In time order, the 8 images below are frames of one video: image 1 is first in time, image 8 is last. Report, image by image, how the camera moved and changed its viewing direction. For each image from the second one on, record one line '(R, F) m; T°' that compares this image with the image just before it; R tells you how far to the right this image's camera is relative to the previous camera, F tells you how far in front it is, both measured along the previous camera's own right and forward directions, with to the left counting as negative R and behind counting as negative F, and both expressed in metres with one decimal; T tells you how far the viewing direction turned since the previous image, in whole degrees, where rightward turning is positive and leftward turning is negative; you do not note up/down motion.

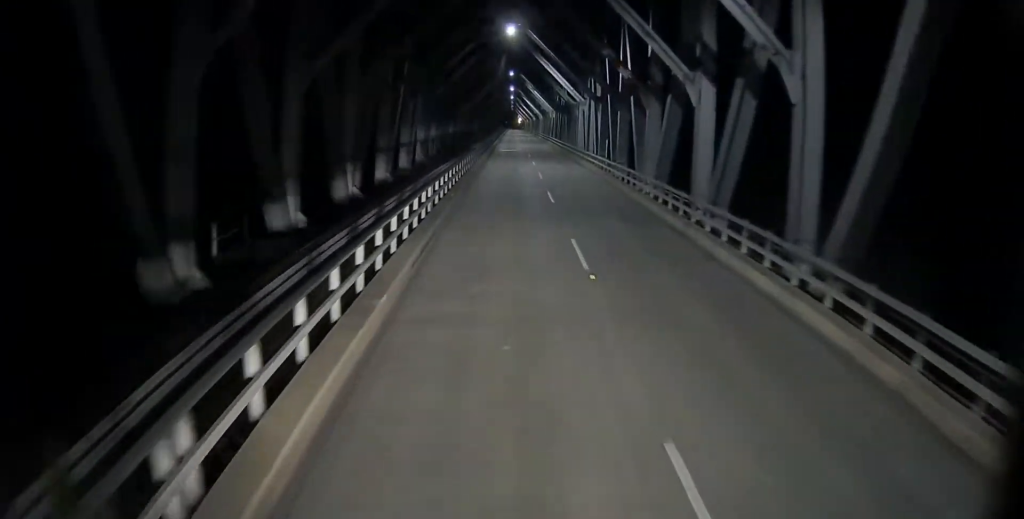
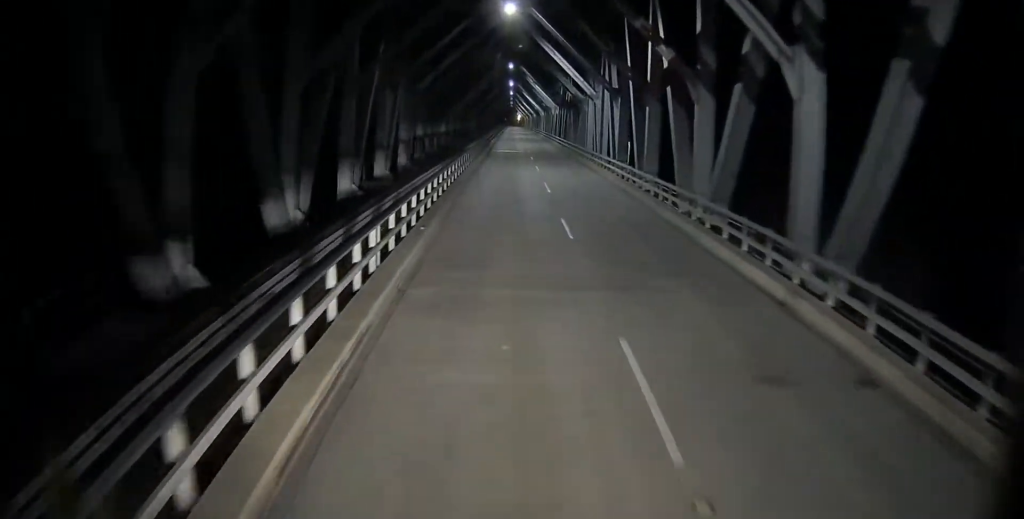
(0.0, +7.9) m; 0°
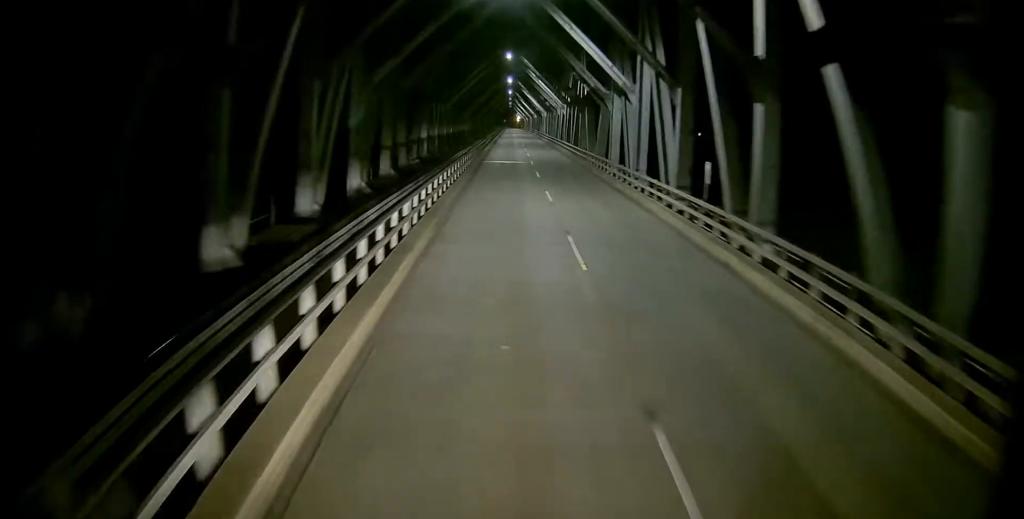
(+0.1, +14.0) m; 0°
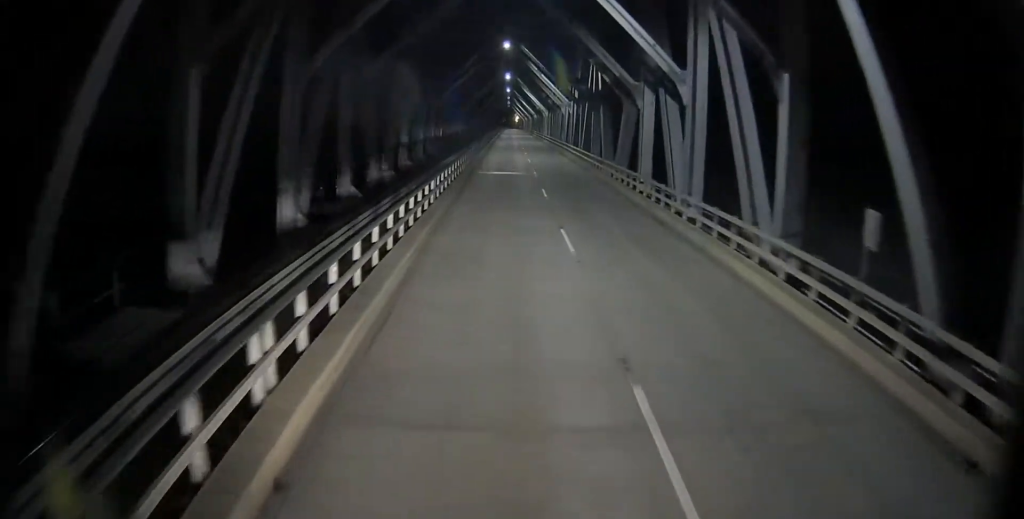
(-0.1, +8.8) m; 0°
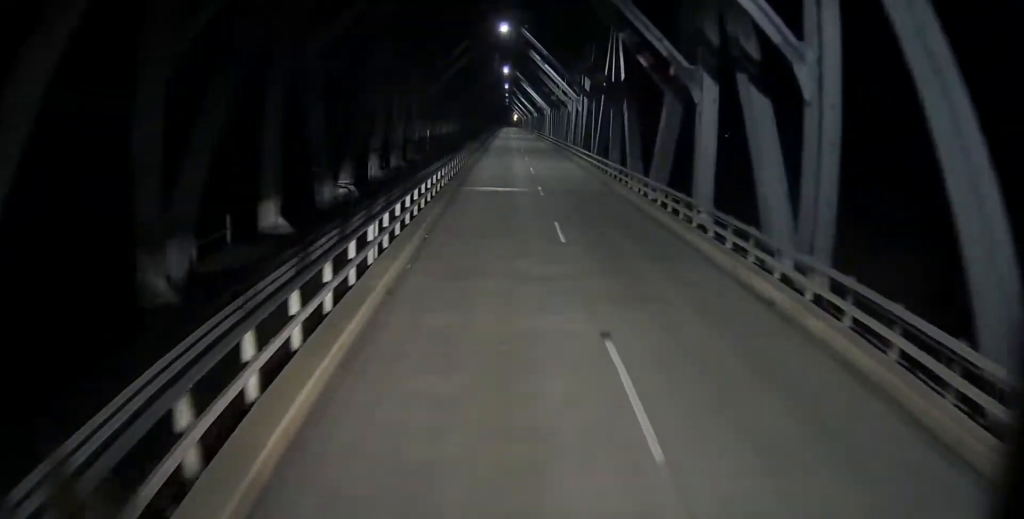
(0.0, +9.3) m; 0°
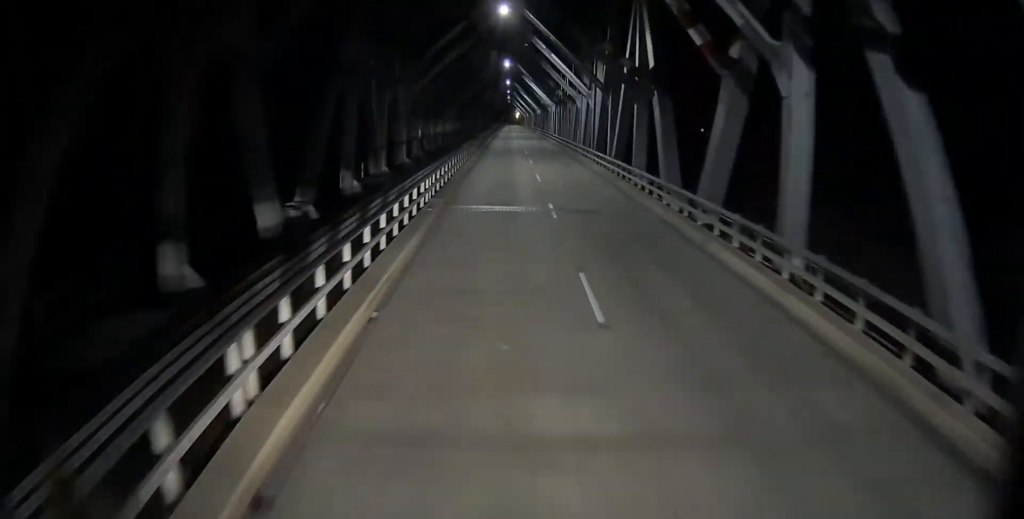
(0.0, +6.7) m; 0°
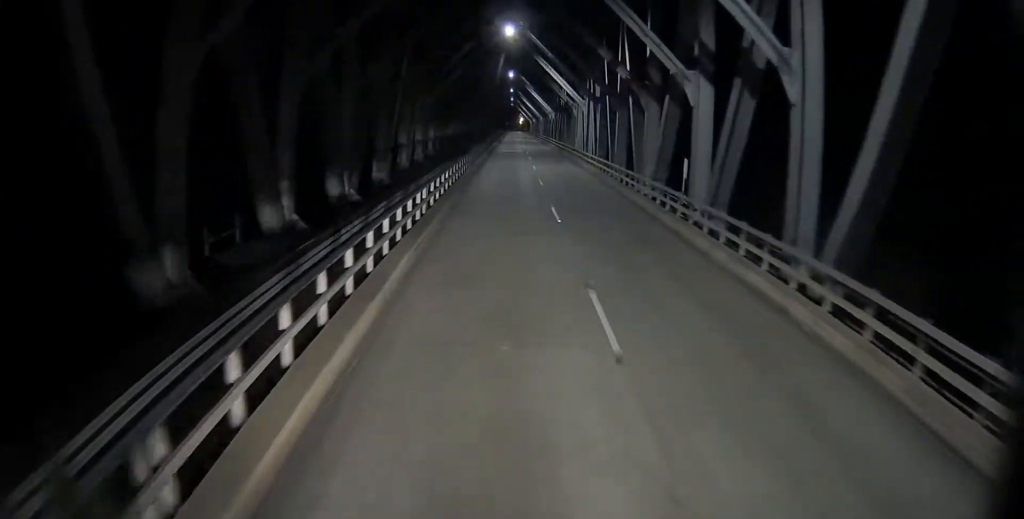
(-0.3, +30.9) m; -1°
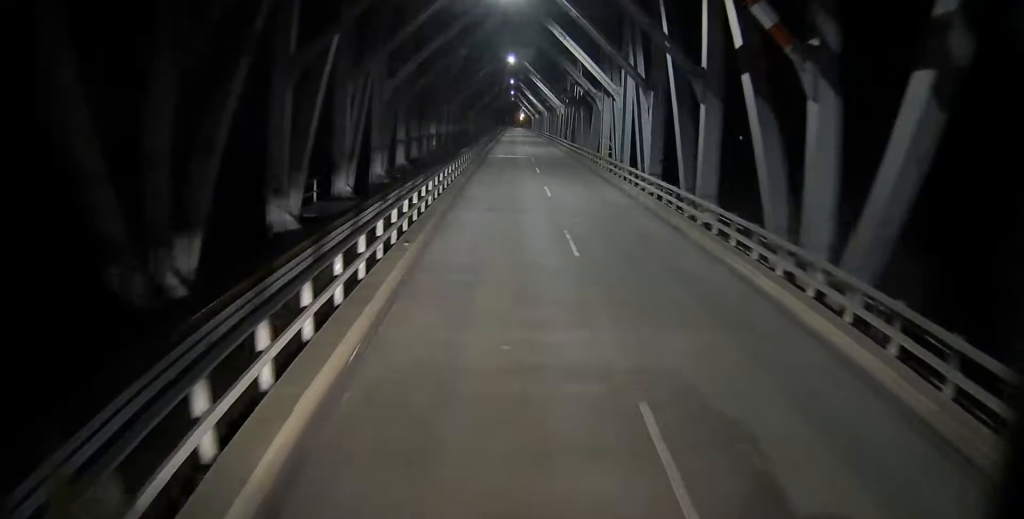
(+0.1, +15.6) m; +1°
